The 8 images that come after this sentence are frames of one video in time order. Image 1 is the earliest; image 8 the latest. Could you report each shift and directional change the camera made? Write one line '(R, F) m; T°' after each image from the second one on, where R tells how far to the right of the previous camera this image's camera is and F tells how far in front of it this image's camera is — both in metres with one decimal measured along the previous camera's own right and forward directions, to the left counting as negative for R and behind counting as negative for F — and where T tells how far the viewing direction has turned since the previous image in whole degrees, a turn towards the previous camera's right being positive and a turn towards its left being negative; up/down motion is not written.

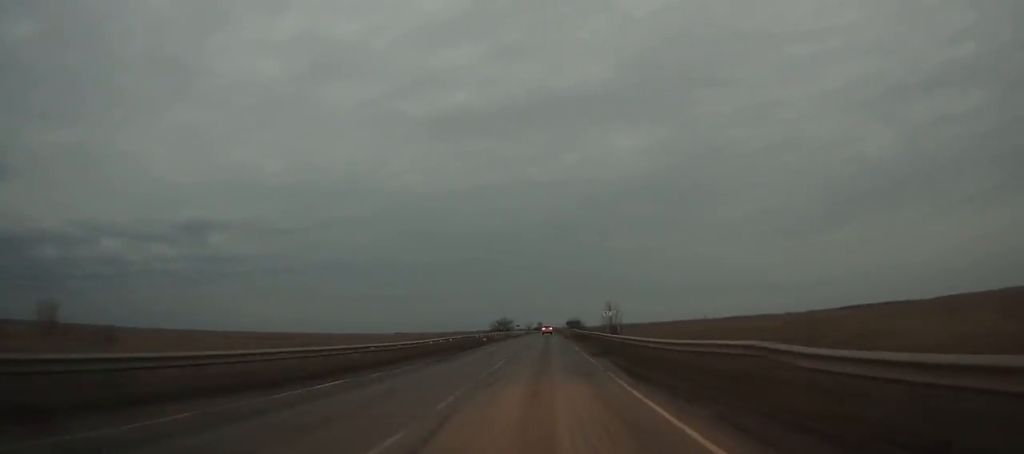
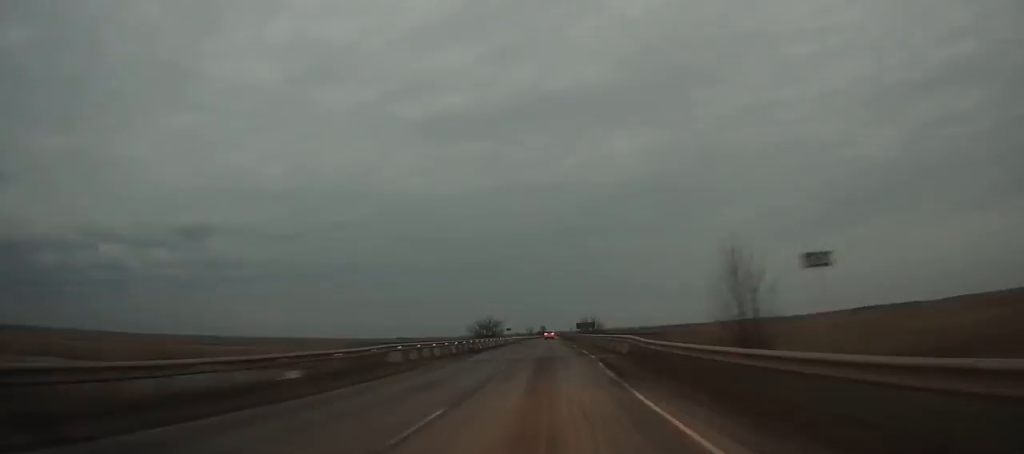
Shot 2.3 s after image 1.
(-0.2, +50.6) m; 0°
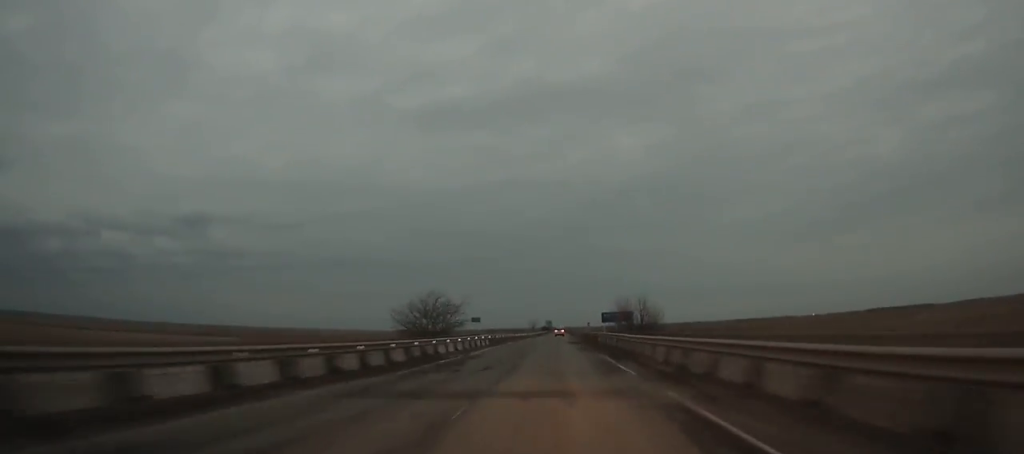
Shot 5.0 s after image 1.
(-0.1, +59.7) m; 0°
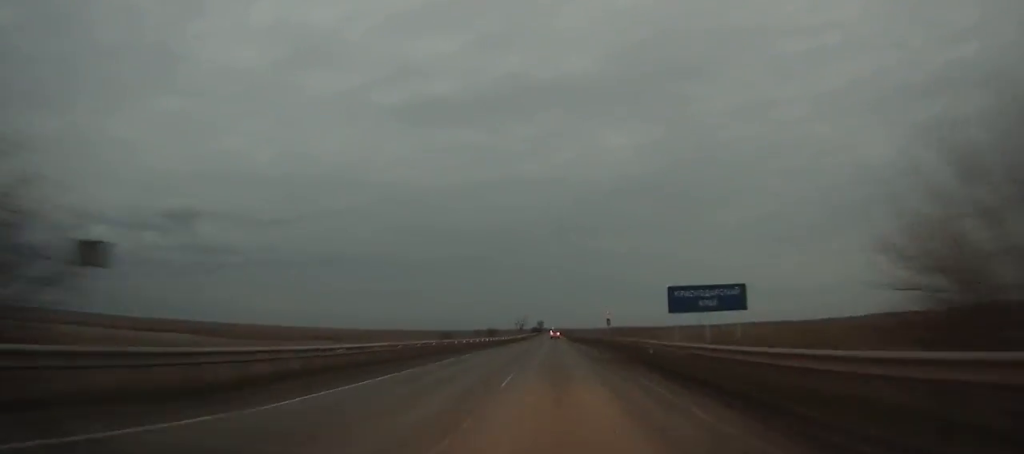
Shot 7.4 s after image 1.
(+0.1, +53.7) m; 0°
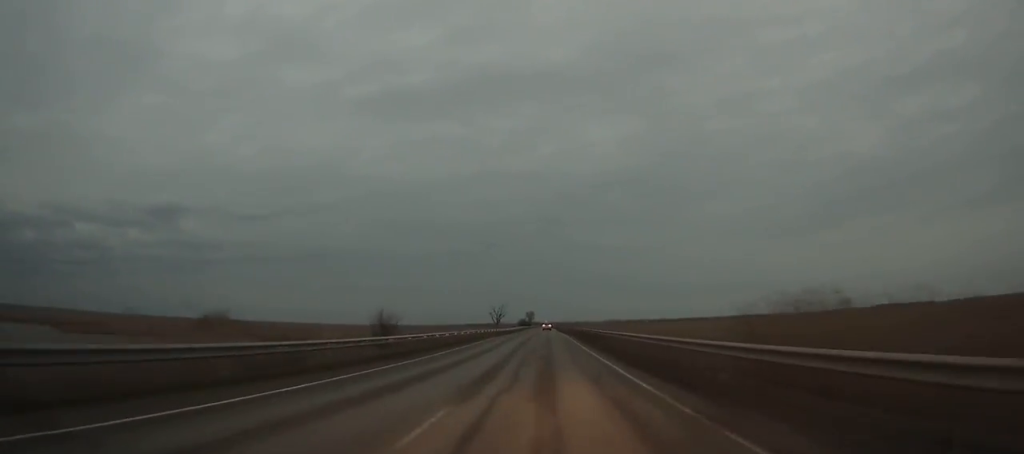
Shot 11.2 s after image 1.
(+0.1, +86.8) m; 0°
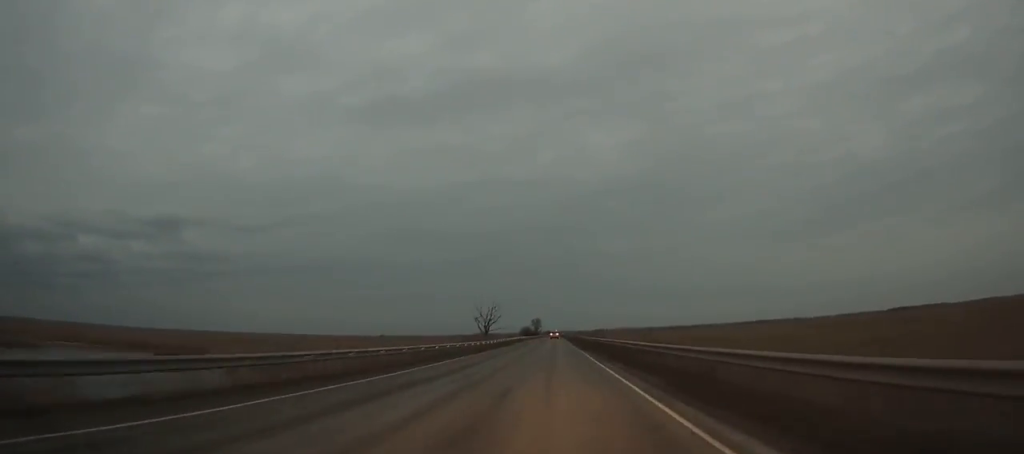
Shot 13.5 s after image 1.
(-0.2, +53.7) m; 0°
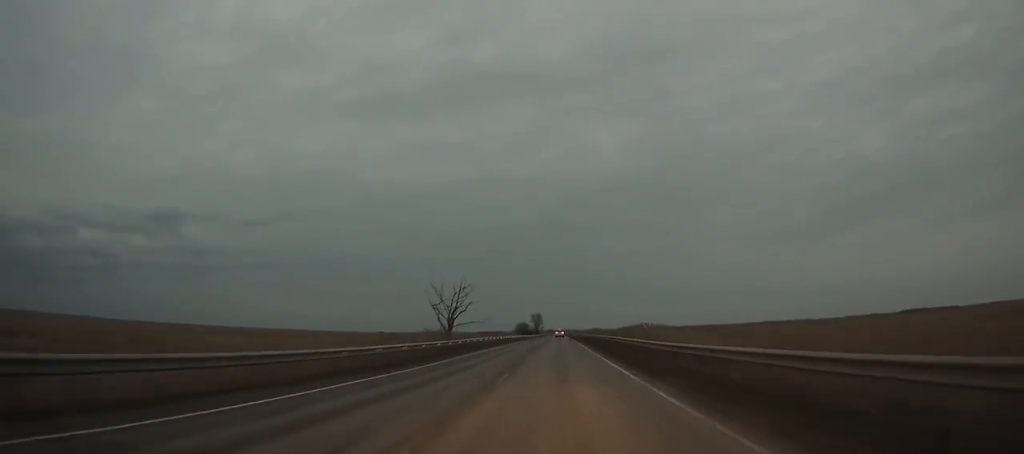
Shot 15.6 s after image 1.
(-0.1, +49.4) m; 0°
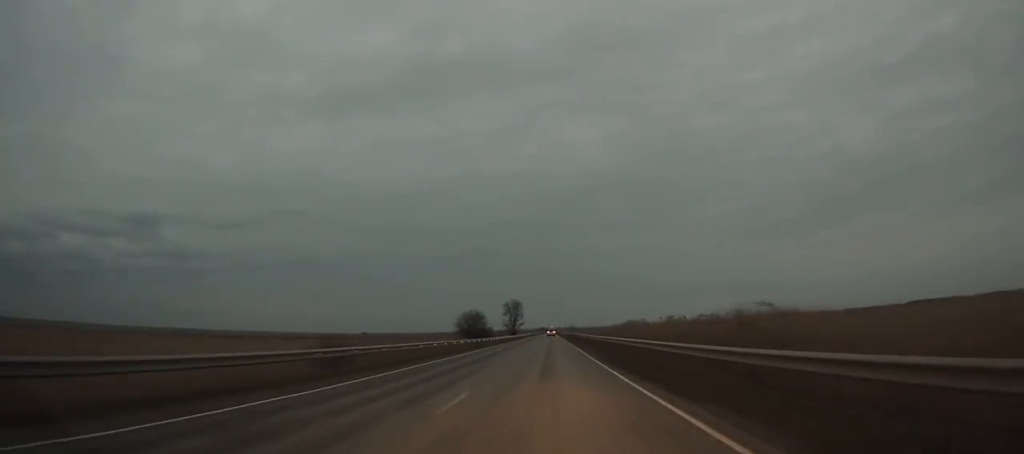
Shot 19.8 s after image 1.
(+0.7, +99.5) m; 0°
